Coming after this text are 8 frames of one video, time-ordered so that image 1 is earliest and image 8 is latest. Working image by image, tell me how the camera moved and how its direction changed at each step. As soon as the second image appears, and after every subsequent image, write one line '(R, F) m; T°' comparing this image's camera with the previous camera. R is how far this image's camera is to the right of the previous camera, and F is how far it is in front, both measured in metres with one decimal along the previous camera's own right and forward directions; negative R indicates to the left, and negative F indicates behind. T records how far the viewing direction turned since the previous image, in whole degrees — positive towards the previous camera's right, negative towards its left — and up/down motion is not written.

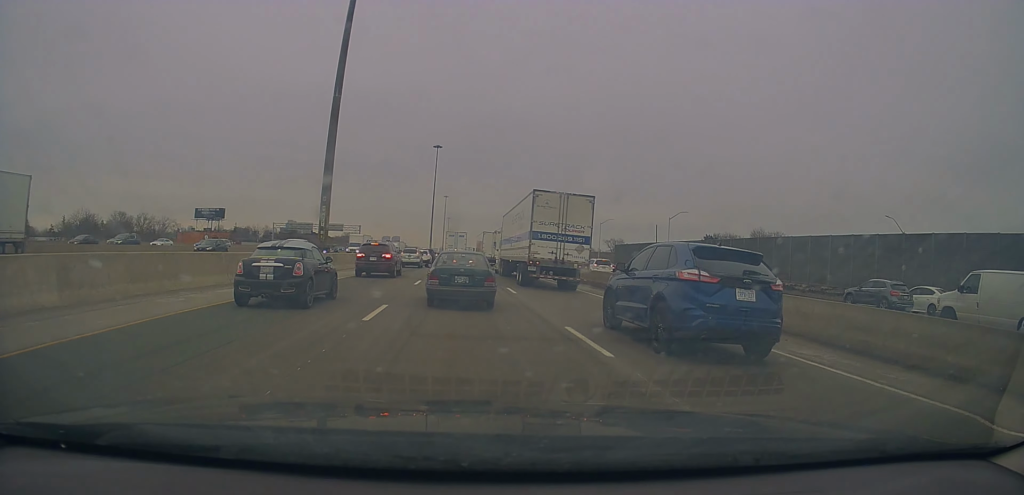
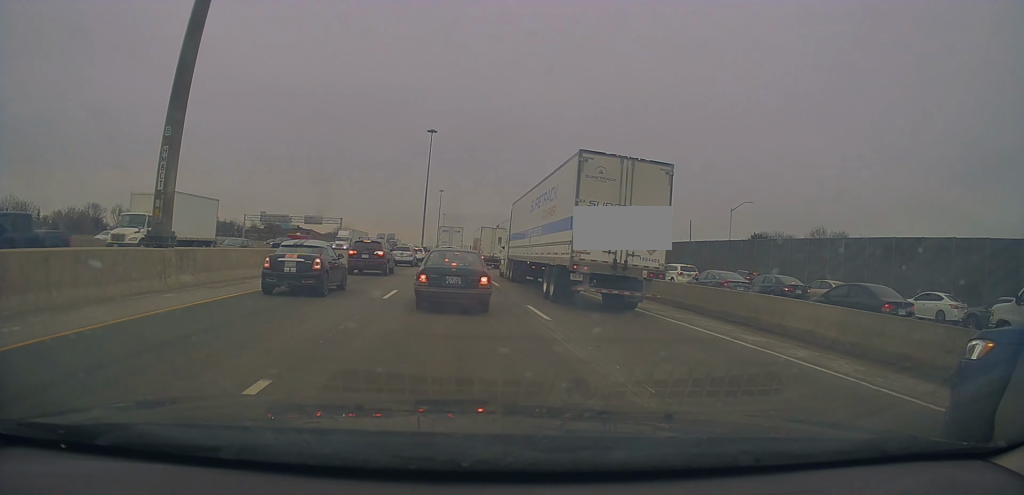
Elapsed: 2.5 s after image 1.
(-0.4, +20.7) m; 0°
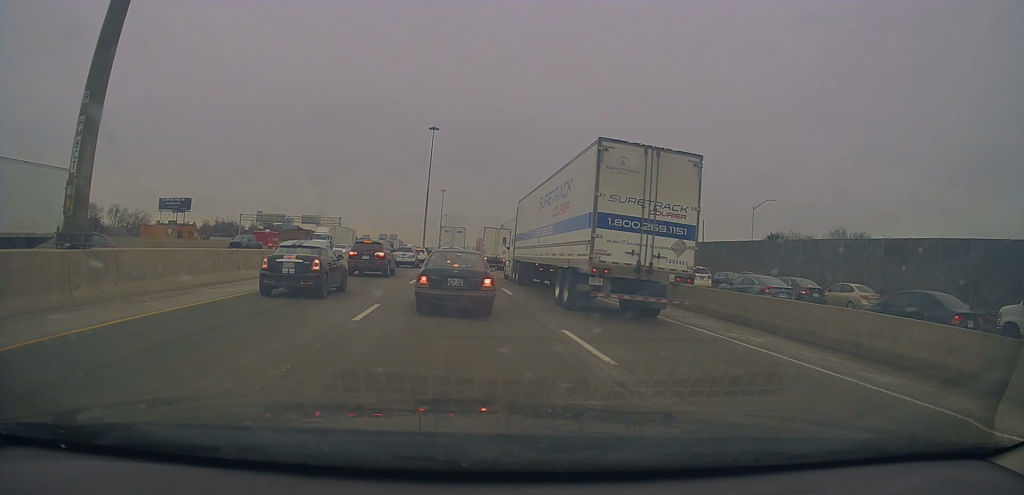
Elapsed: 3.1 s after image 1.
(0.0, +4.8) m; +1°
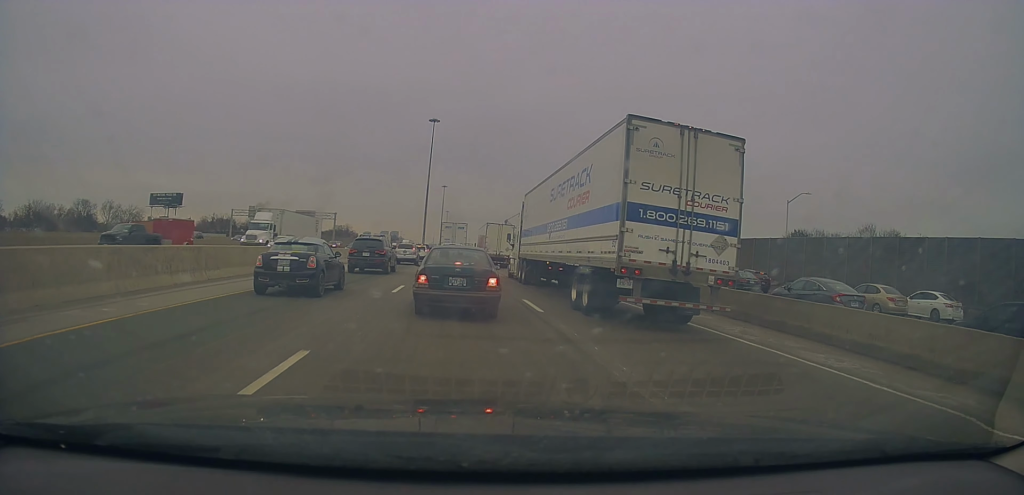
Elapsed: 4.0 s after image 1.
(0.0, +7.7) m; -1°
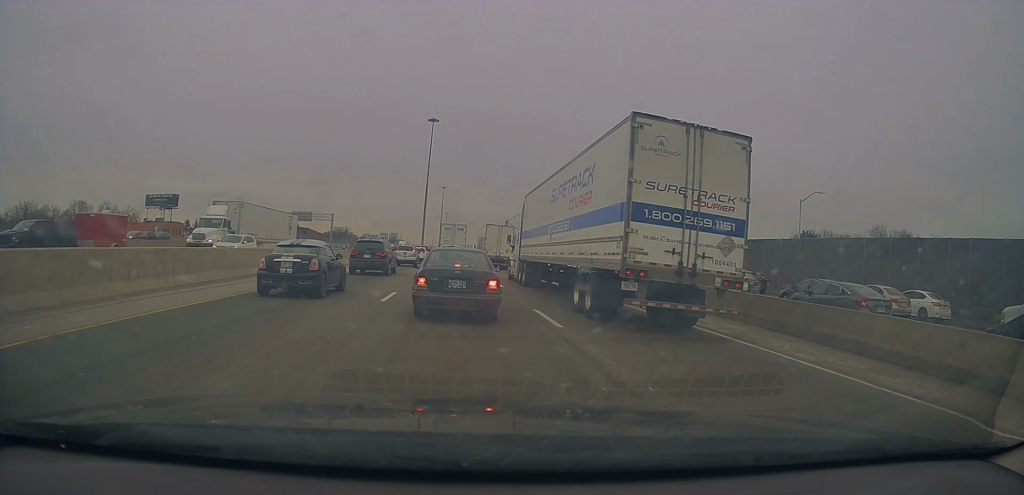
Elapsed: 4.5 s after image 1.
(+0.1, +3.5) m; -1°
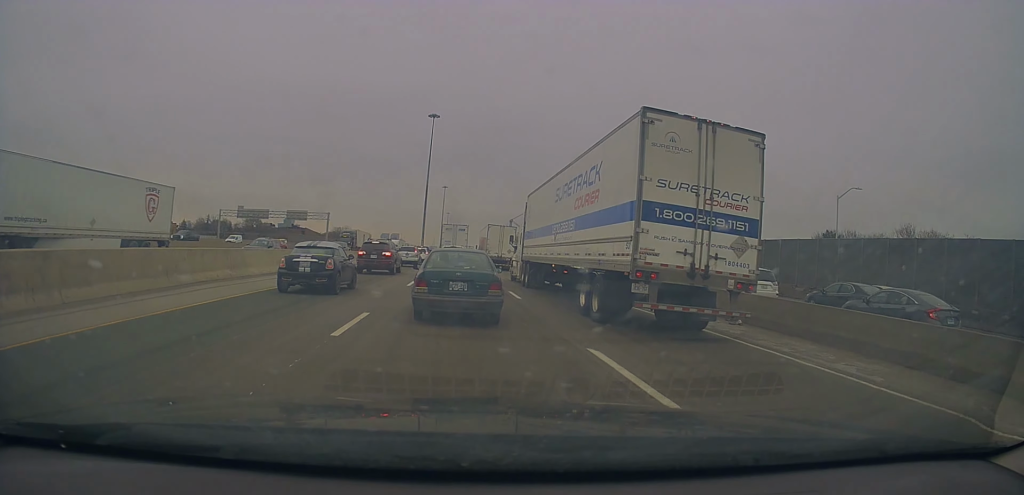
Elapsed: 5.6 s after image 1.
(-0.5, +8.4) m; -1°
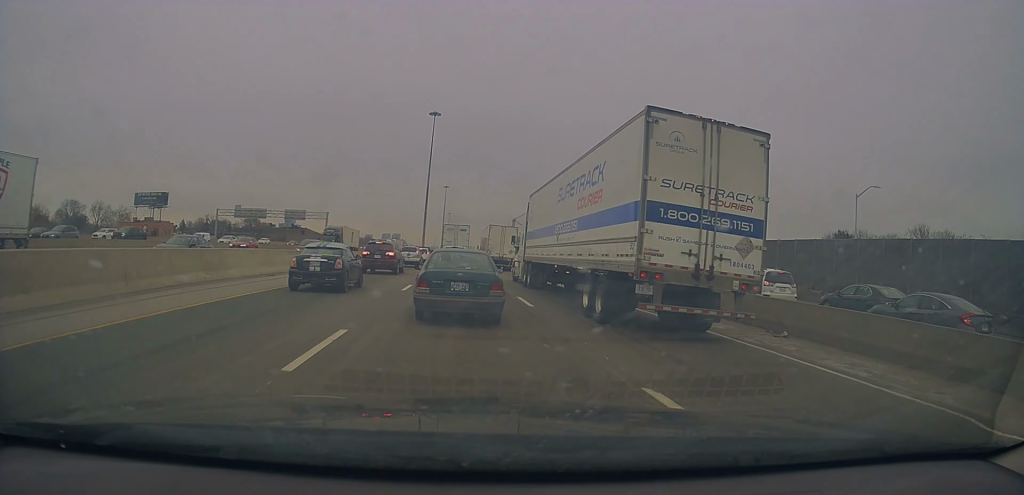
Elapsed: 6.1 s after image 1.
(+0.3, +3.1) m; +2°
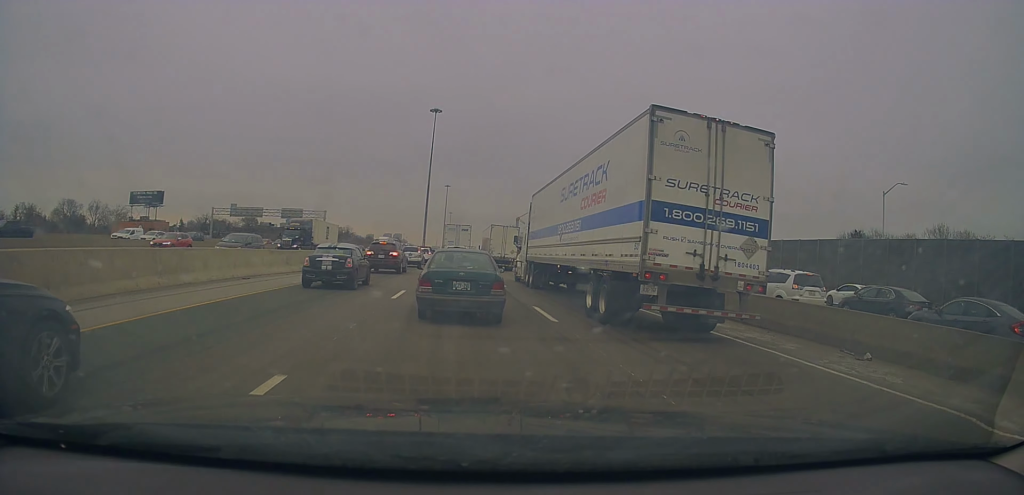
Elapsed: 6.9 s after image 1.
(+0.2, +3.9) m; +1°
